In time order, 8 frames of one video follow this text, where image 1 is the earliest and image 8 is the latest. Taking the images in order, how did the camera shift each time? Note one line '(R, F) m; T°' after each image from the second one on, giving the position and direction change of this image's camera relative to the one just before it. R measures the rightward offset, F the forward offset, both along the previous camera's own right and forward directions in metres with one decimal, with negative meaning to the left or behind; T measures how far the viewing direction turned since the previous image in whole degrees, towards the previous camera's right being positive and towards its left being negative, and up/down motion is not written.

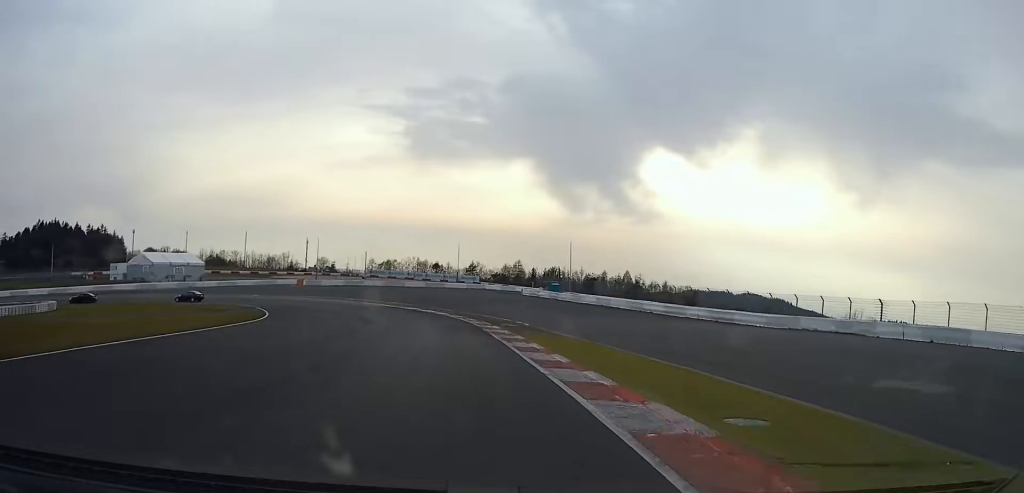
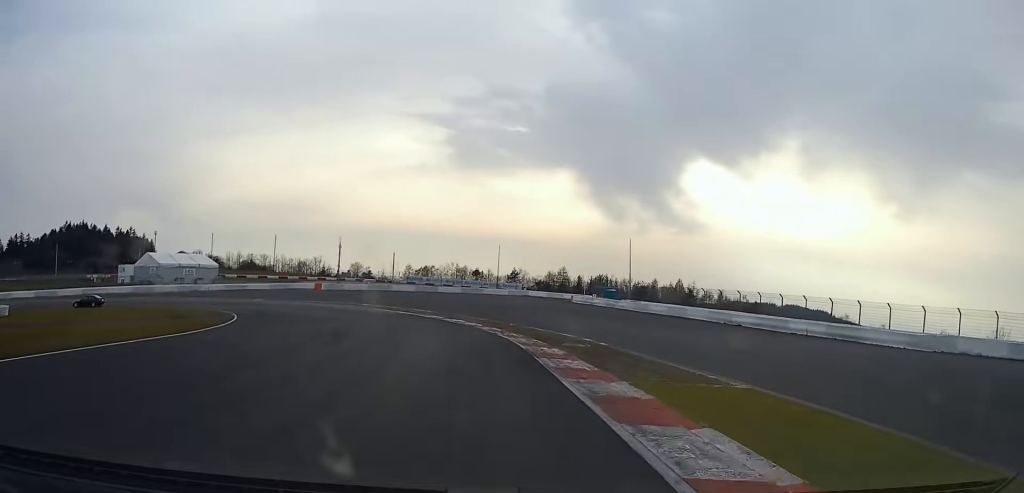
(-1.1, +18.0) m; -4°
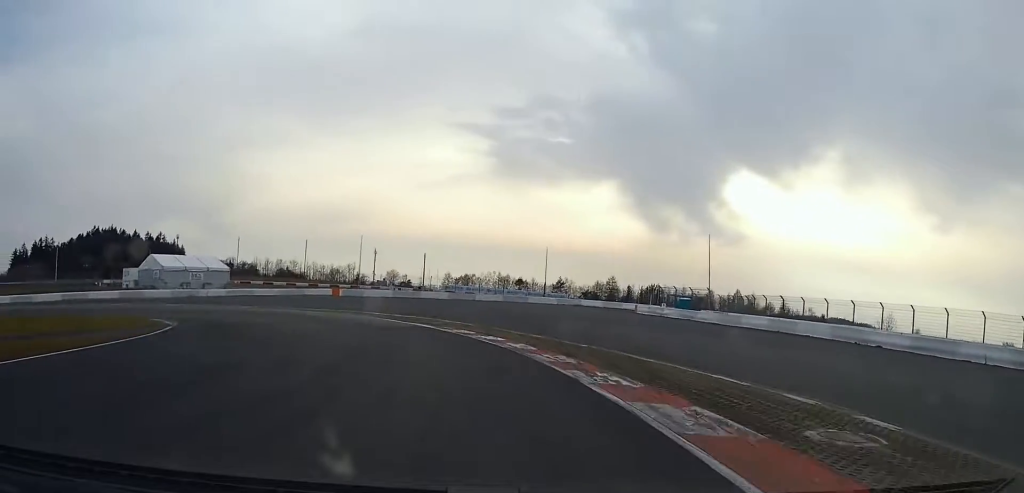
(+0.1, +18.8) m; -3°
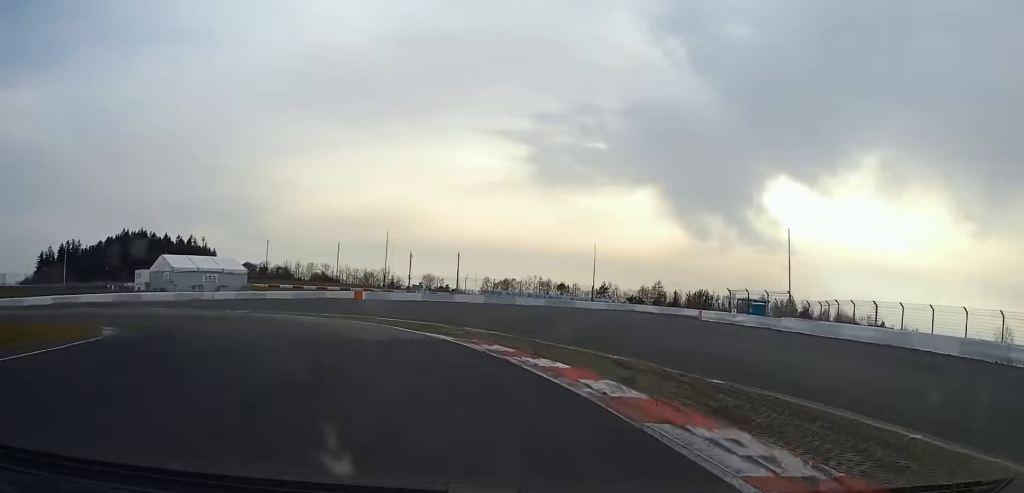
(-0.7, +11.7) m; -5°
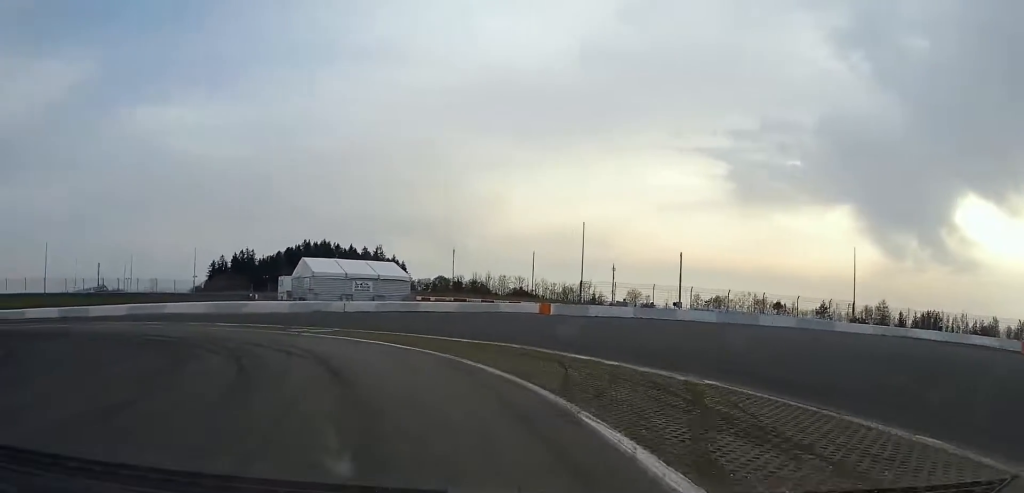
(-2.5, +25.7) m; -17°
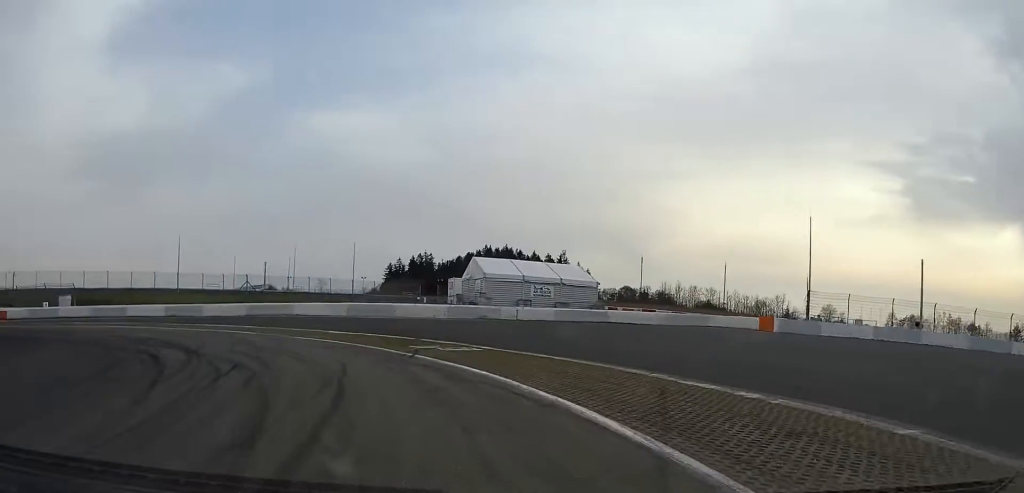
(-2.1, +13.7) m; -16°
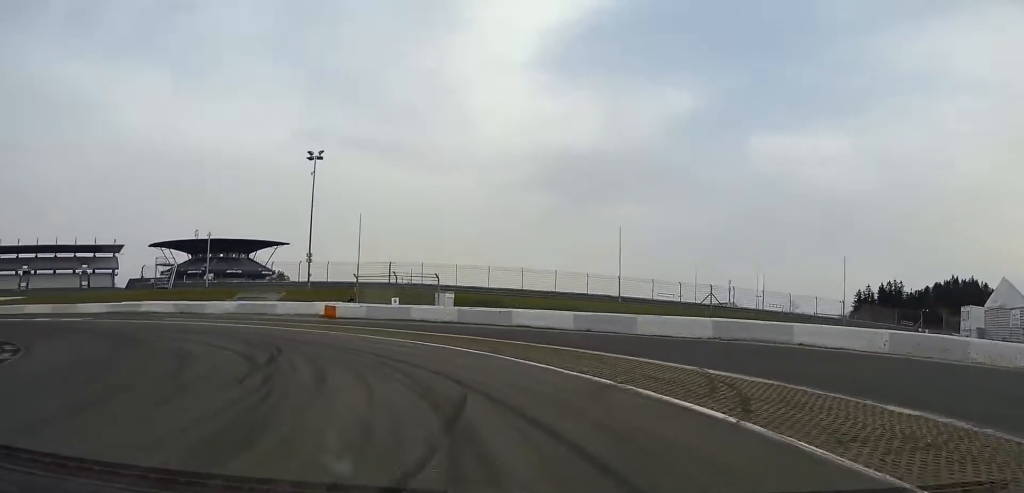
(-7.9, +23.9) m; -35°
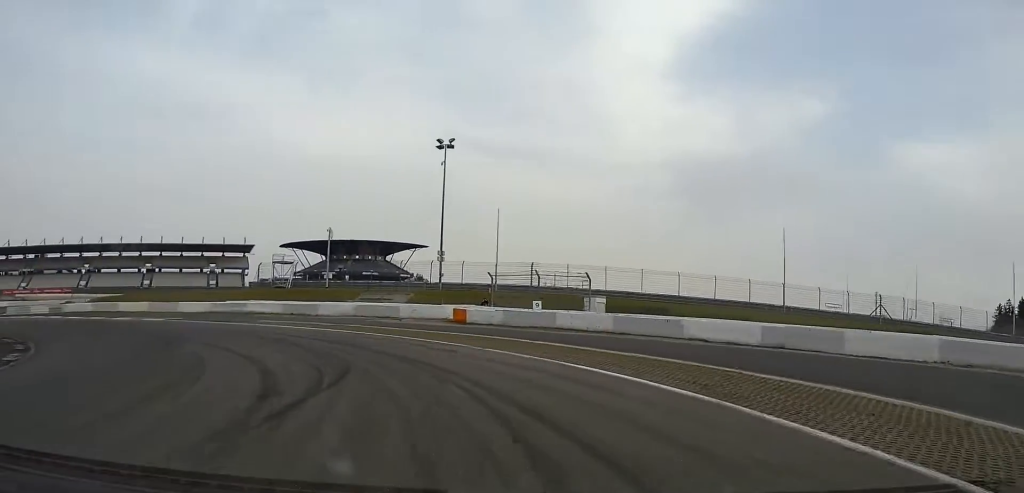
(-0.6, +8.0) m; -11°
